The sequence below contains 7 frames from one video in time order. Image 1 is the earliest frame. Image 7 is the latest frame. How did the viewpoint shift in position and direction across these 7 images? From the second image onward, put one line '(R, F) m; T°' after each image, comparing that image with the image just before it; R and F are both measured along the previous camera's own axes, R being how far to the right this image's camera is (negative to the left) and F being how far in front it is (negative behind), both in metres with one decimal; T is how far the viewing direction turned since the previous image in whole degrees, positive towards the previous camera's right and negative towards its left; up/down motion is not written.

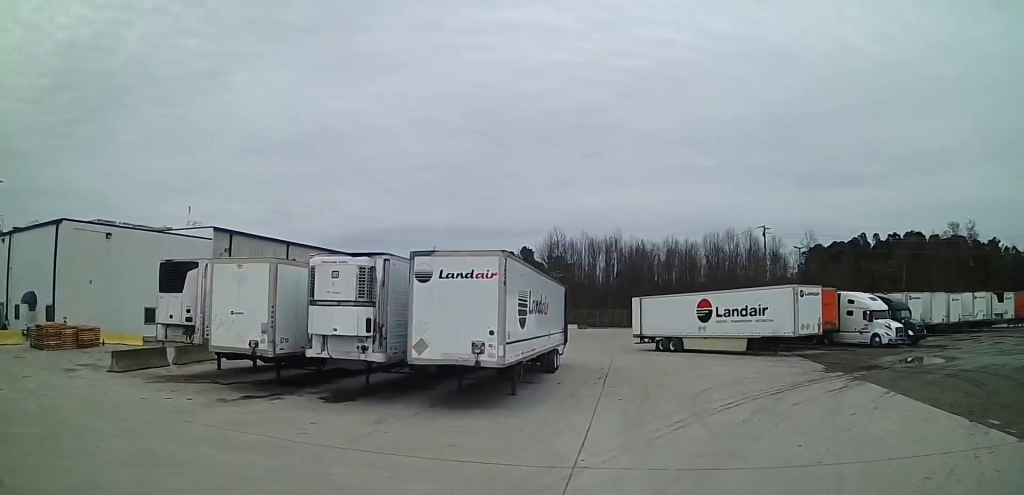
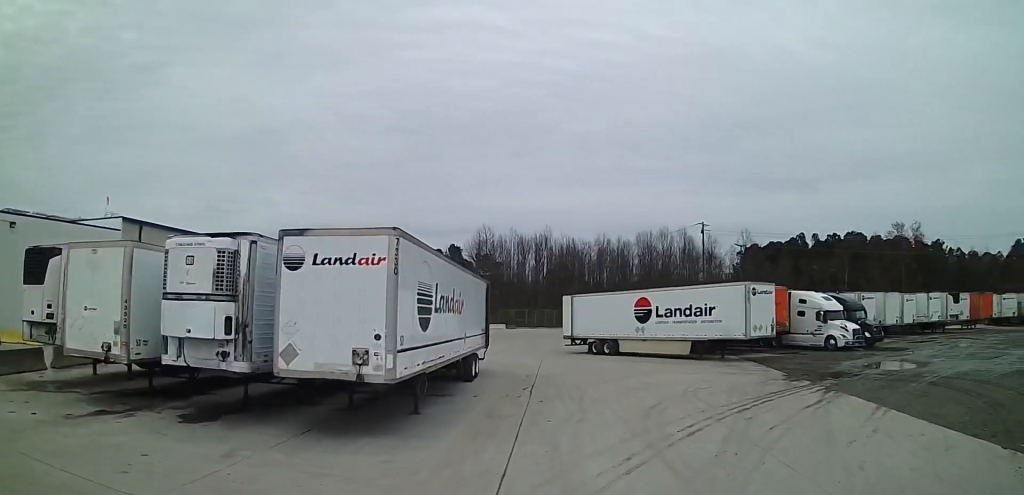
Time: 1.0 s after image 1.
(+0.3, +4.0) m; +7°
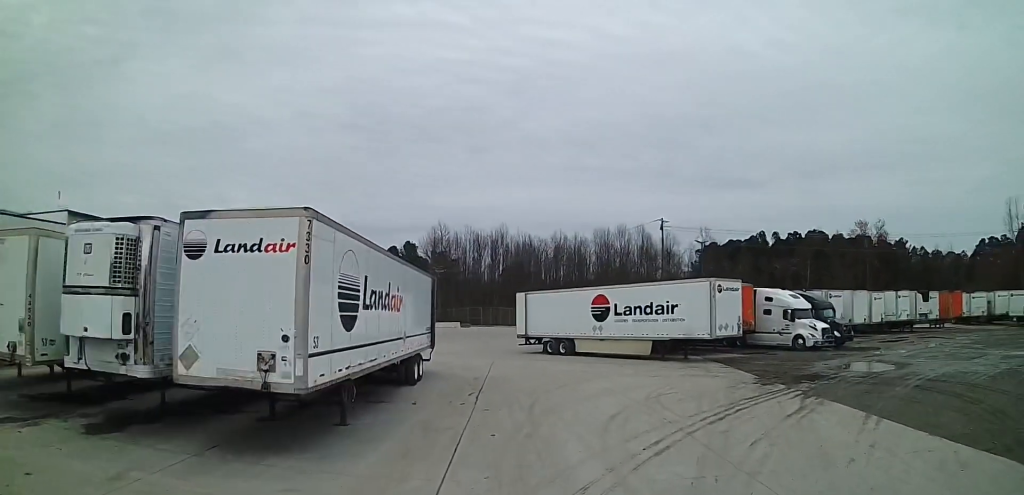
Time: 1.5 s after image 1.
(+0.1, +1.9) m; +3°
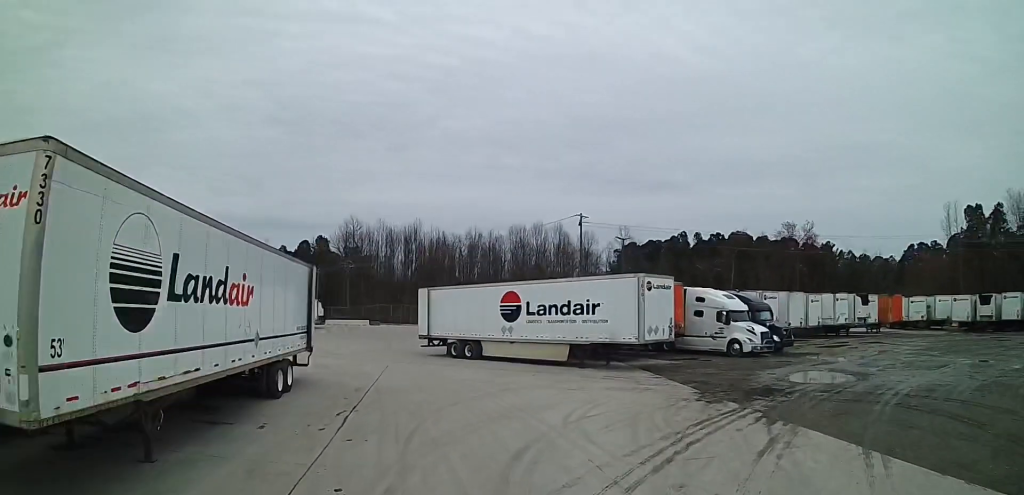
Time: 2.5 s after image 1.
(+0.1, +3.7) m; +9°
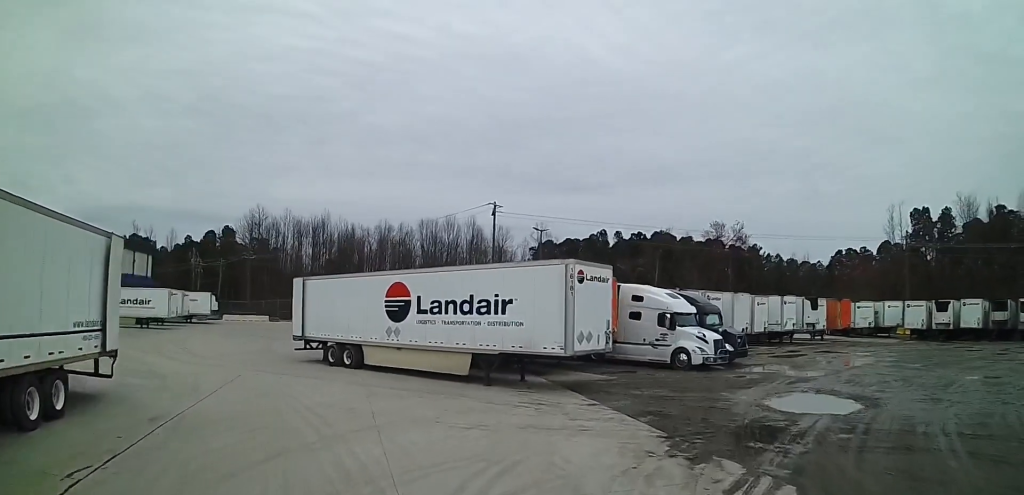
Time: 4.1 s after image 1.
(+1.3, +6.5) m; +13°
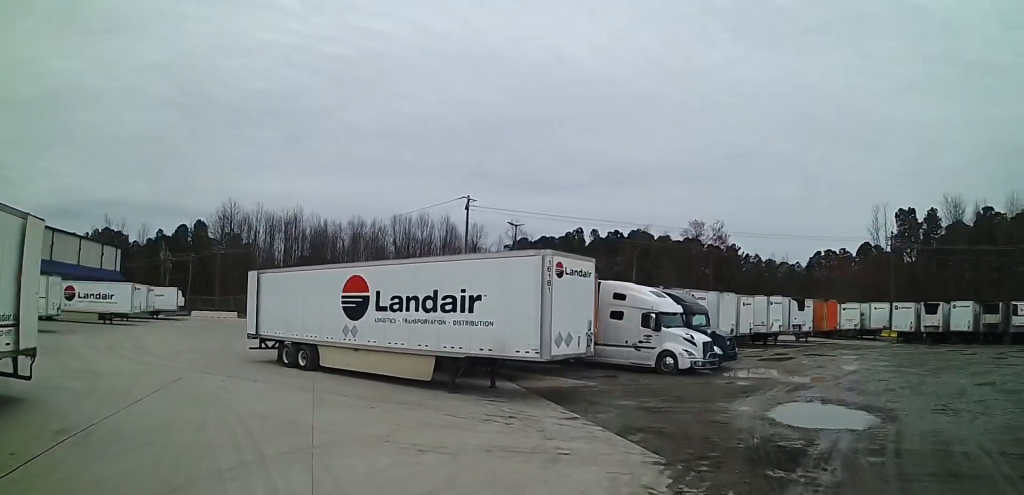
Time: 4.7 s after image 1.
(+0.1, +2.4) m; 0°
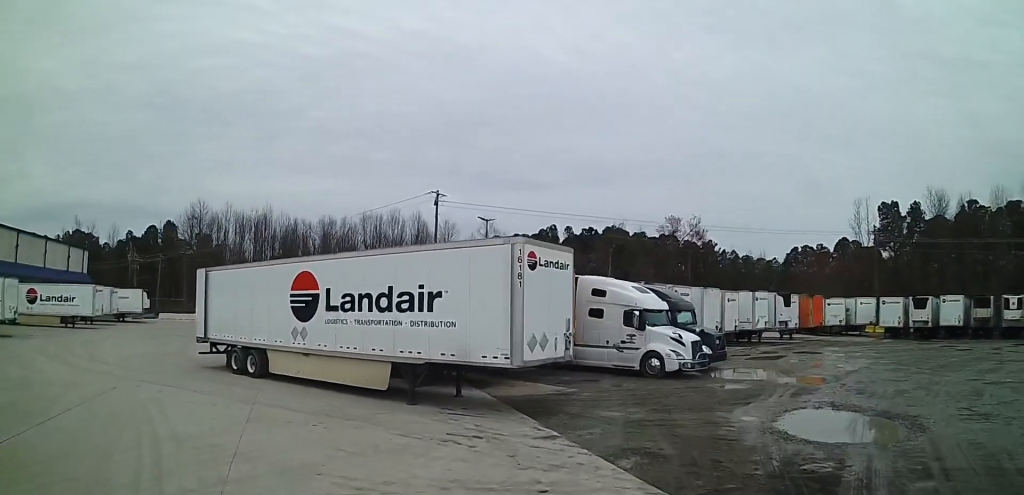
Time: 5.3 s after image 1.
(-0.3, +2.4) m; 0°
